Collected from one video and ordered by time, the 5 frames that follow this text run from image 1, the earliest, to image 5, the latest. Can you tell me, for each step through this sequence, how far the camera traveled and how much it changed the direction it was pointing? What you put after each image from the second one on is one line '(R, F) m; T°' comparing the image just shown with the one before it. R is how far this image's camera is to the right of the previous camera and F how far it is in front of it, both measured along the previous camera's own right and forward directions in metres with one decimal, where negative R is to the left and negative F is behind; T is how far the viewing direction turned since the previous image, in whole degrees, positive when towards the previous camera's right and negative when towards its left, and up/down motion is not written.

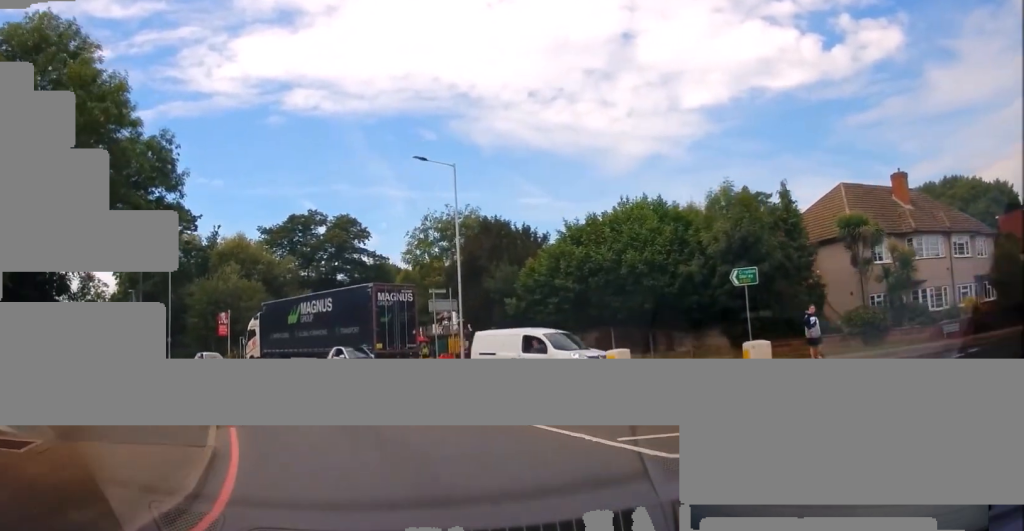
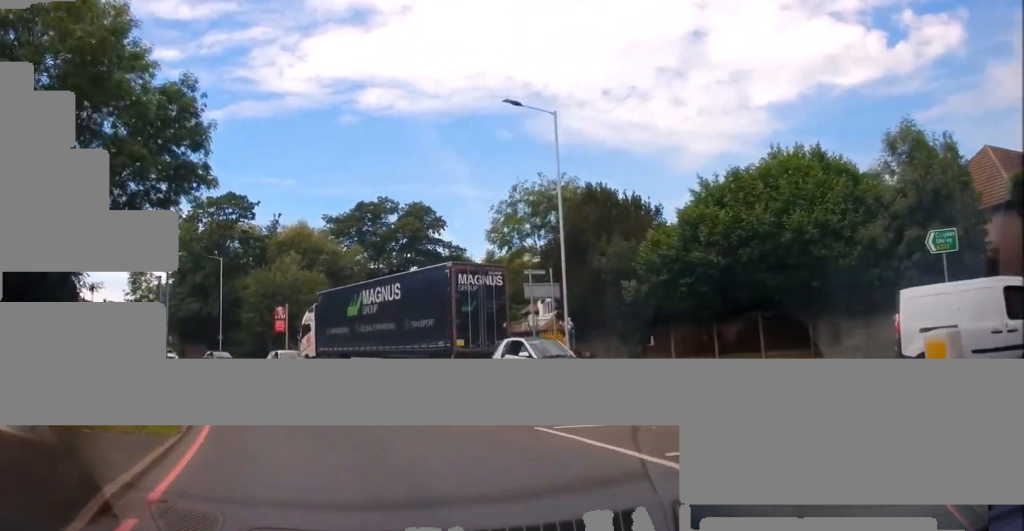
(-0.6, +7.2) m; -6°
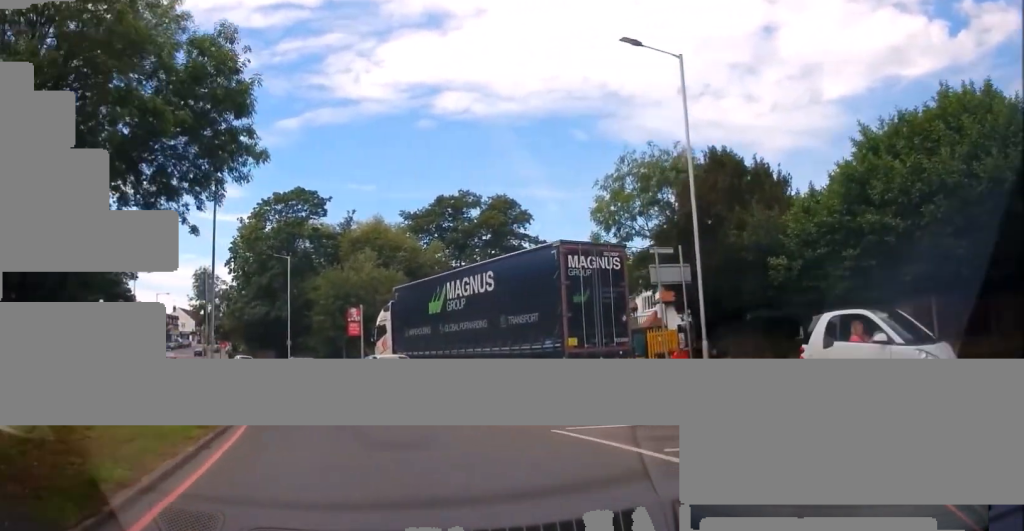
(+0.1, +5.1) m; -4°
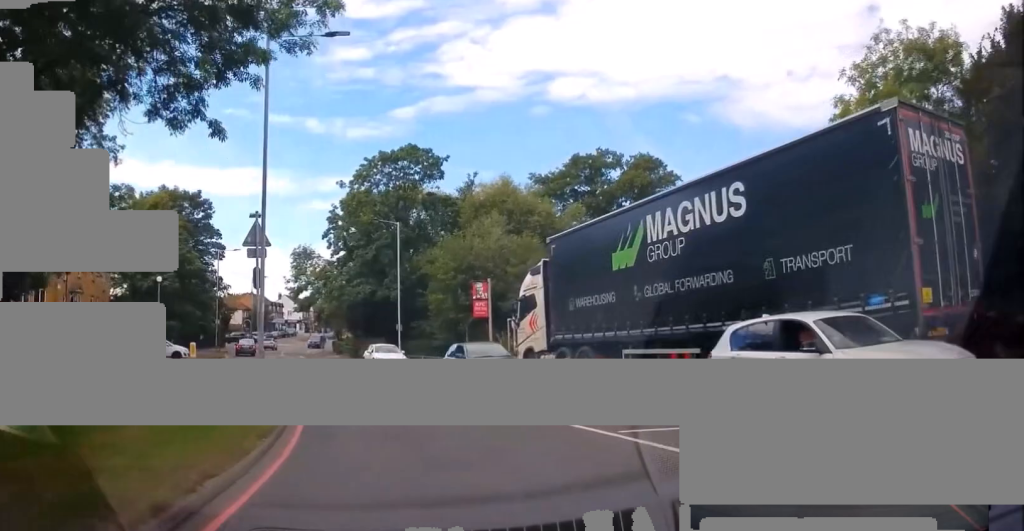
(-0.9, +10.7) m; -8°
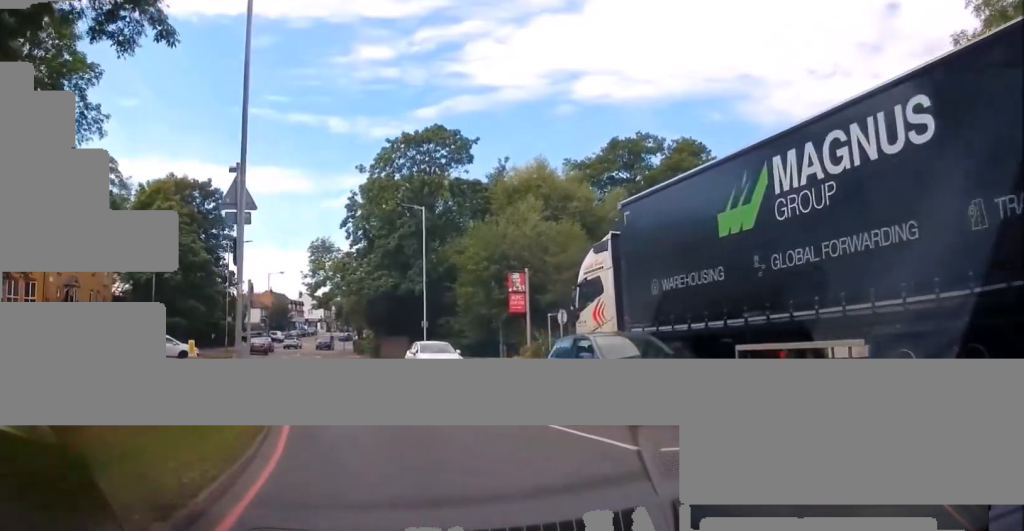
(-0.1, +4.6) m; -4°
